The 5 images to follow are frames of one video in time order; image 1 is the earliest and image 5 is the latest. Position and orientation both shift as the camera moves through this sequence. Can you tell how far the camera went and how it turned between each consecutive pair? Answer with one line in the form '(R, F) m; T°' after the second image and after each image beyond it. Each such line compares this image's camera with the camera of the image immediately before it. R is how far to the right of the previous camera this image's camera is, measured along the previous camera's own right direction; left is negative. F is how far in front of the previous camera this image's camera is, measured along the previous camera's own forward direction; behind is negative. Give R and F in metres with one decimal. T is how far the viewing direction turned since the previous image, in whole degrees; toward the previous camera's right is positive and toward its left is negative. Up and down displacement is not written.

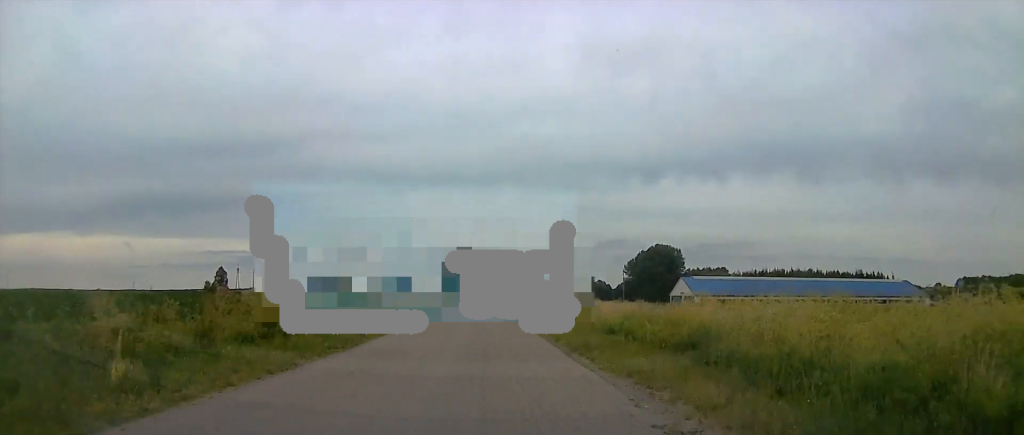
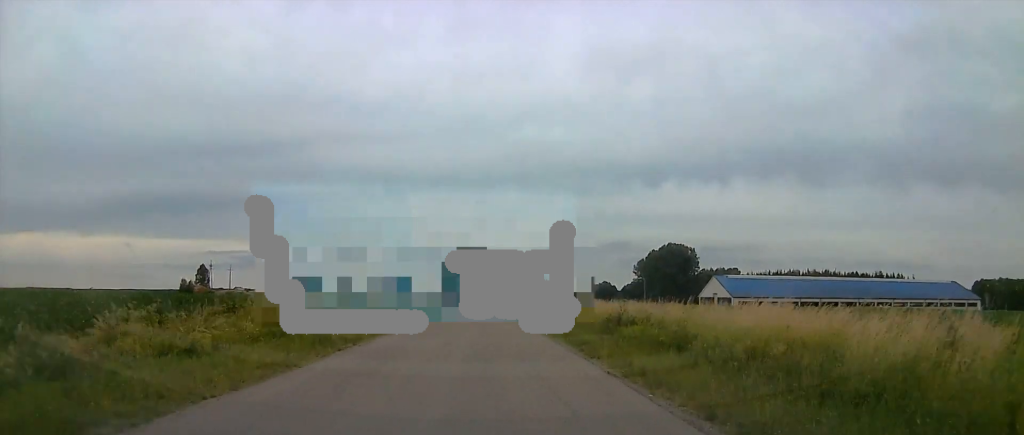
(+0.1, +19.3) m; +2°
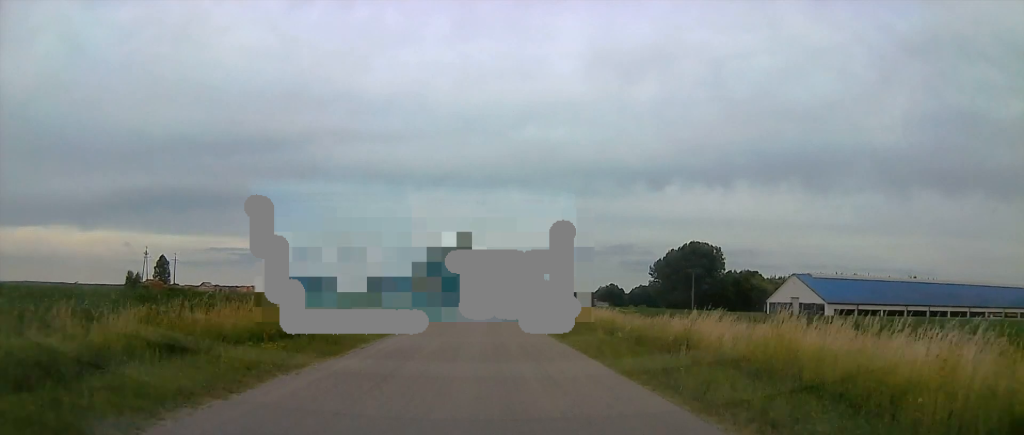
(+0.7, +37.4) m; +1°
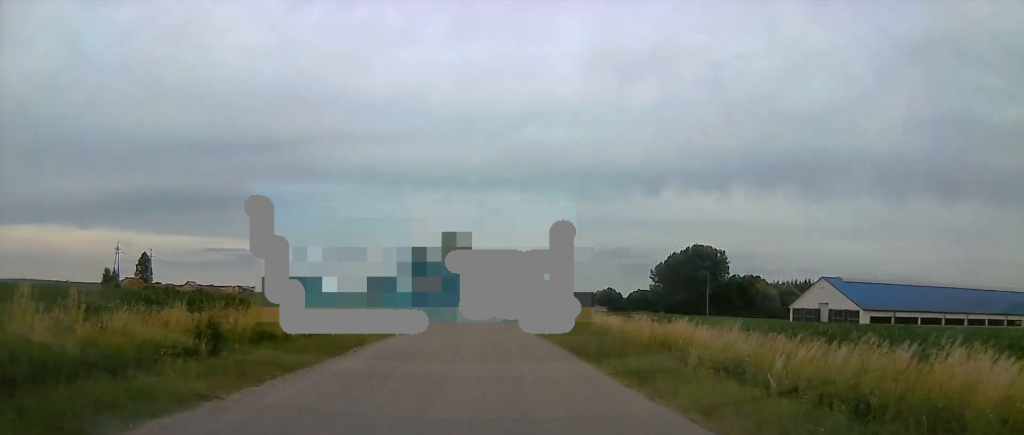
(0.0, +12.2) m; 0°
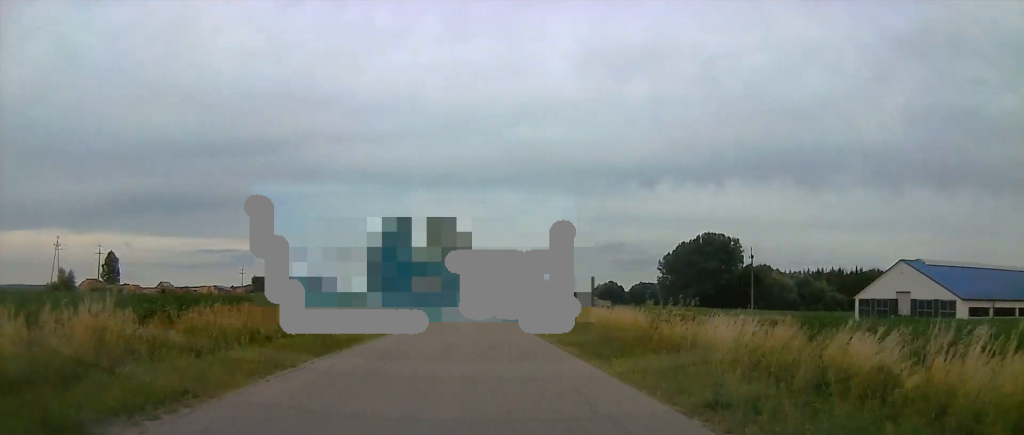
(0.0, +24.4) m; 0°
